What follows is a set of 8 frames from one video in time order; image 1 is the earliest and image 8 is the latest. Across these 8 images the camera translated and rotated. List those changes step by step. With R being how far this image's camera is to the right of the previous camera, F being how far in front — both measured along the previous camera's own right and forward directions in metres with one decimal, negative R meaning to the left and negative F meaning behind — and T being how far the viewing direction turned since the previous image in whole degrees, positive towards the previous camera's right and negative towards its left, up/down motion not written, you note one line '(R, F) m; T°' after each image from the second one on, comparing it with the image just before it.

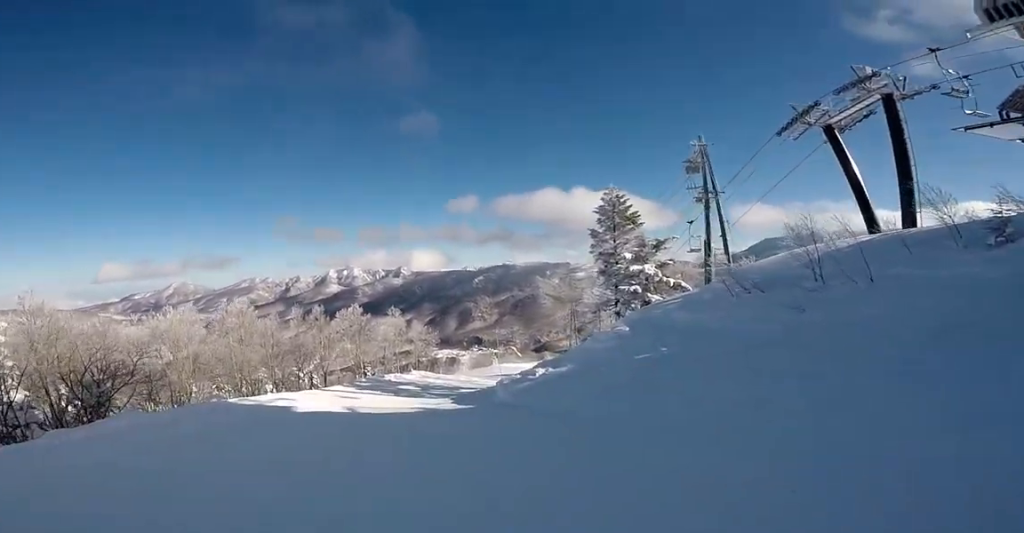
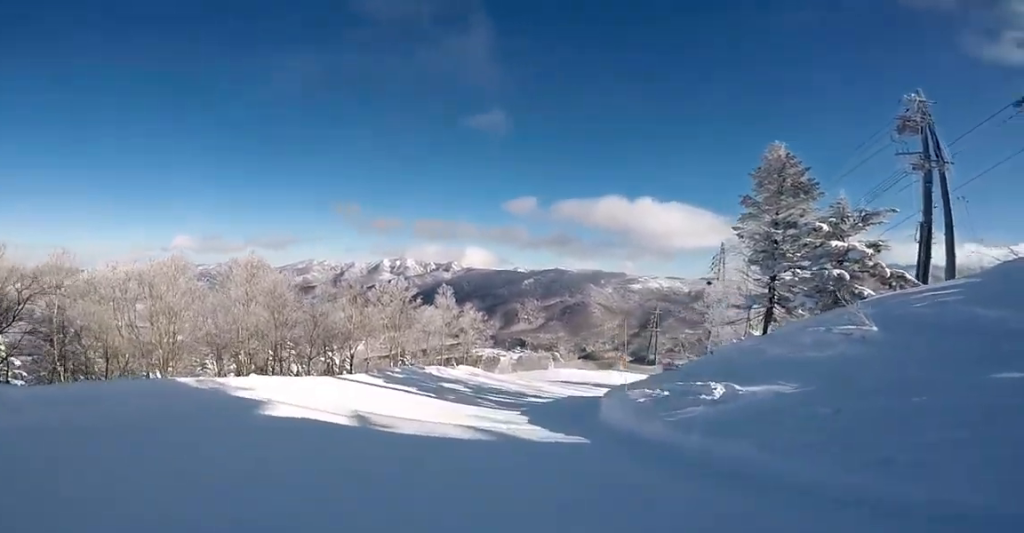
(-0.8, +7.6) m; +9°
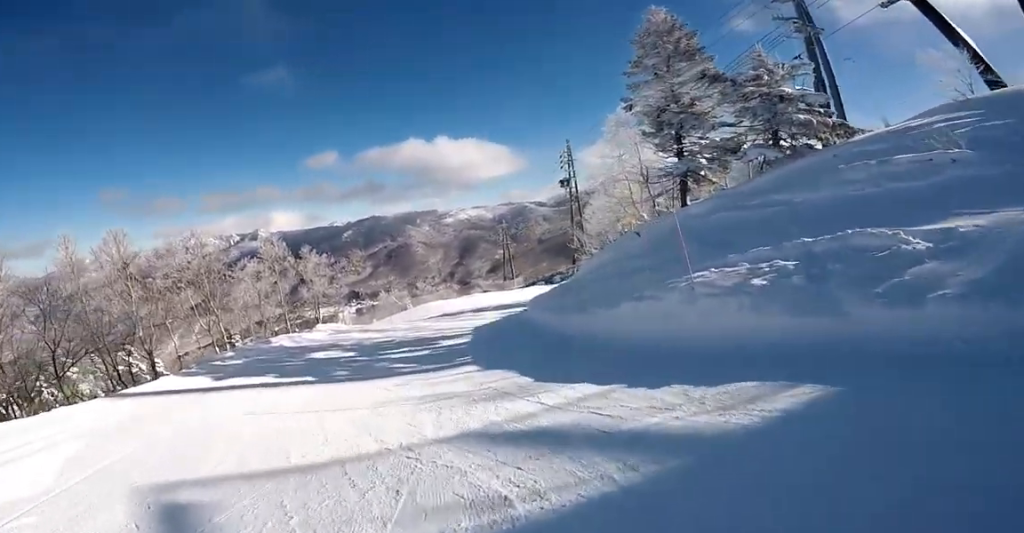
(+1.7, +7.0) m; +15°
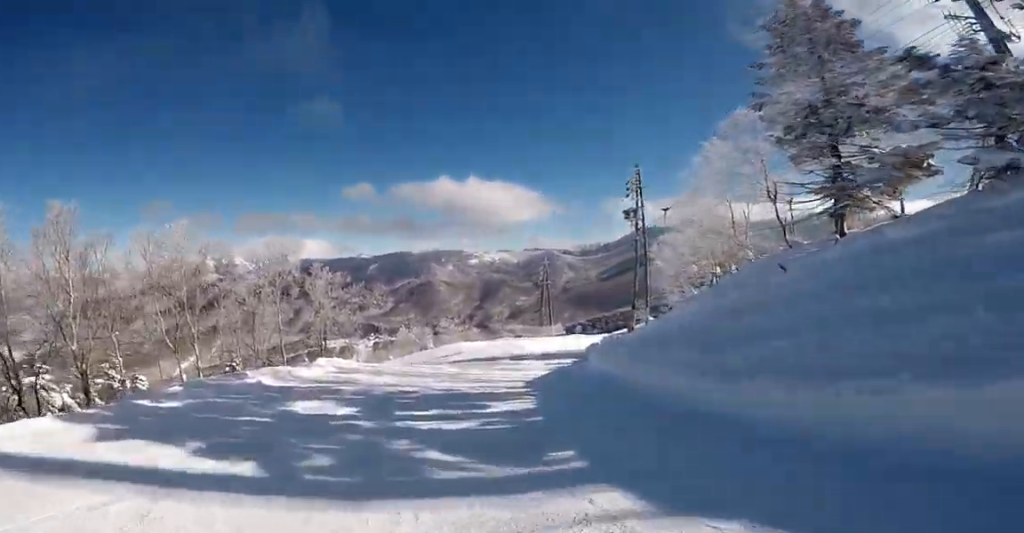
(+0.2, +5.6) m; +3°
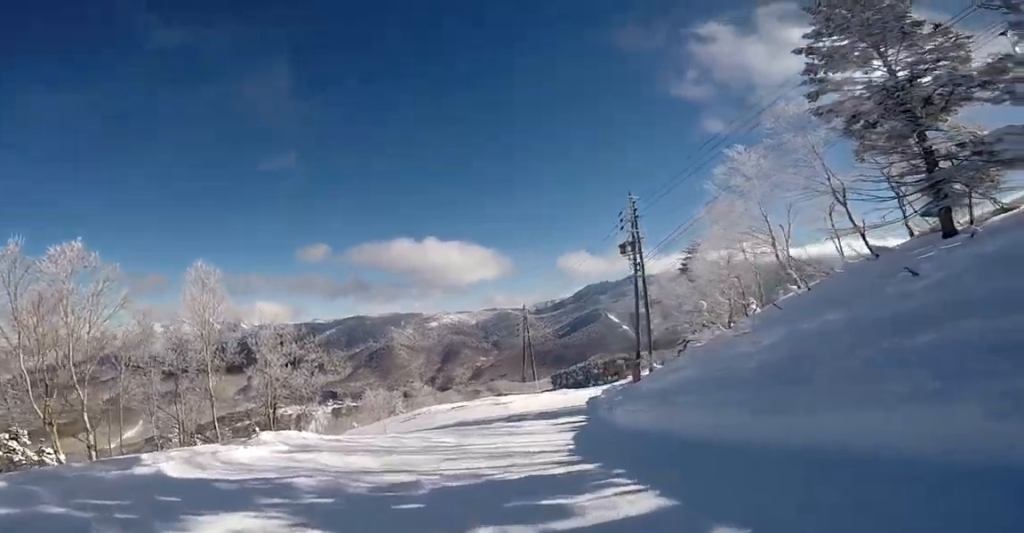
(-0.3, +4.4) m; +7°
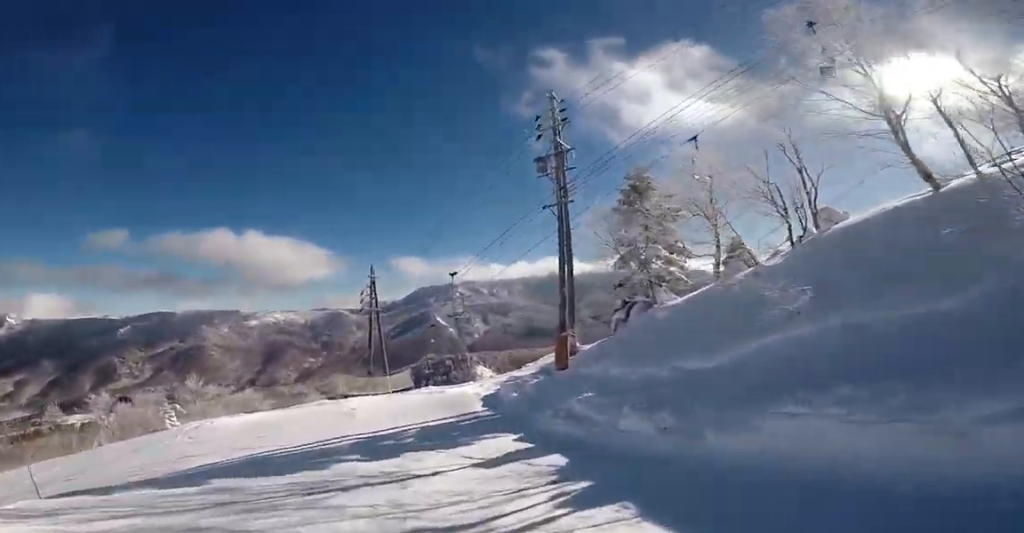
(+4.3, +9.4) m; +25°
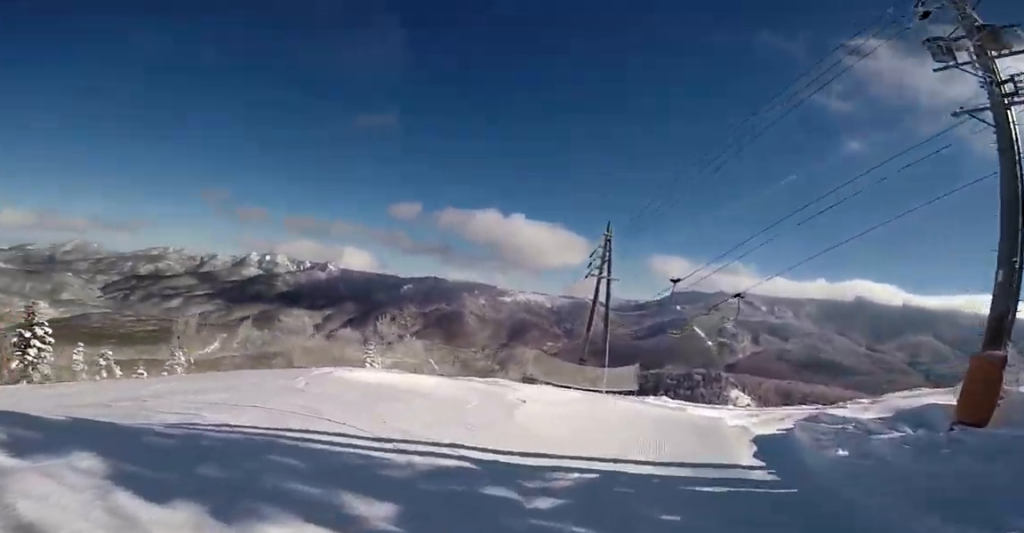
(-1.1, +4.0) m; -35°
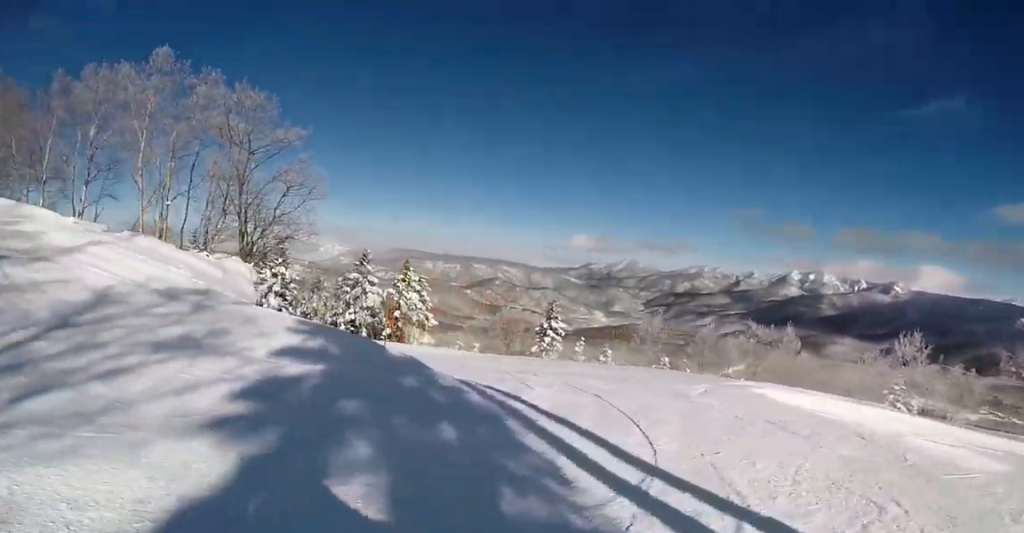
(-0.5, +2.0) m; -27°
